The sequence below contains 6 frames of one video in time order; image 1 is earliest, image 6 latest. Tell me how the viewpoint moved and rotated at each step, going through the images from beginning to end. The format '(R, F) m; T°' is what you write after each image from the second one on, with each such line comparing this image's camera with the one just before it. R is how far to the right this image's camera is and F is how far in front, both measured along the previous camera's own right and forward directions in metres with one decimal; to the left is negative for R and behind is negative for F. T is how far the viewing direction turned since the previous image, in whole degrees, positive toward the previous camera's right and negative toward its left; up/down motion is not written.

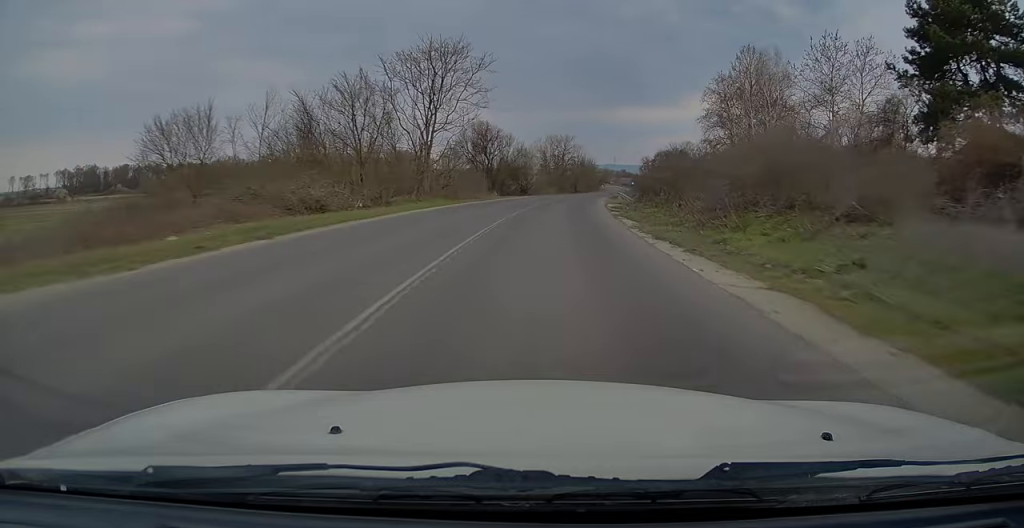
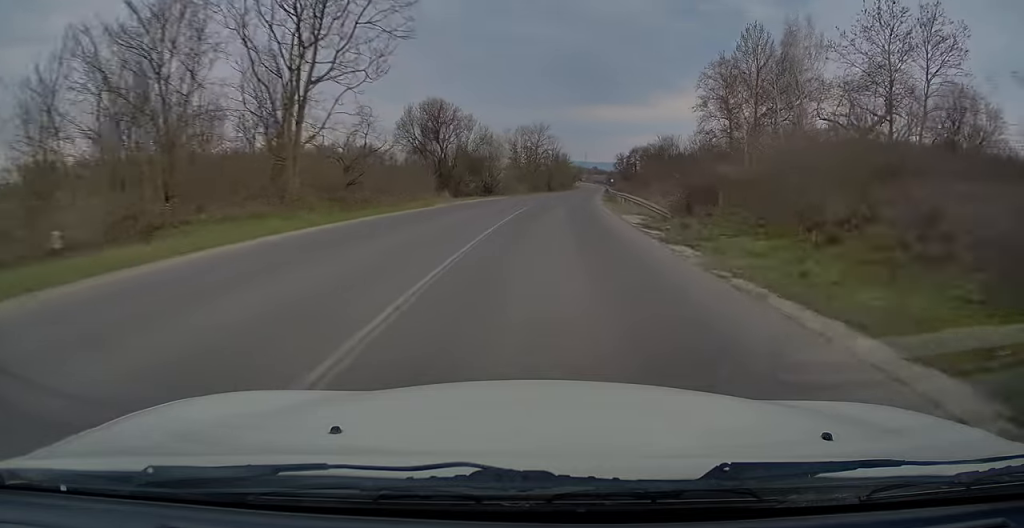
(+0.3, +16.9) m; +2°
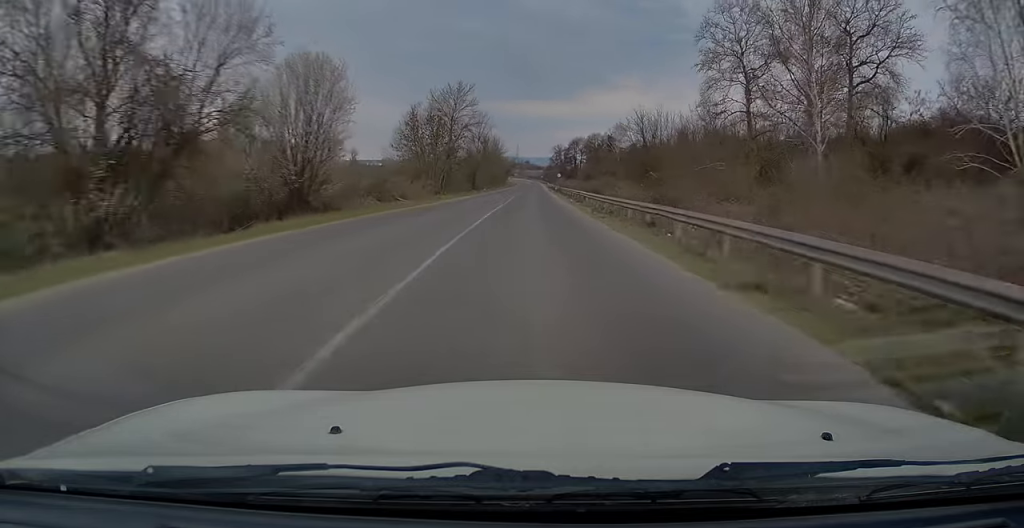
(+1.9, +38.8) m; +5°
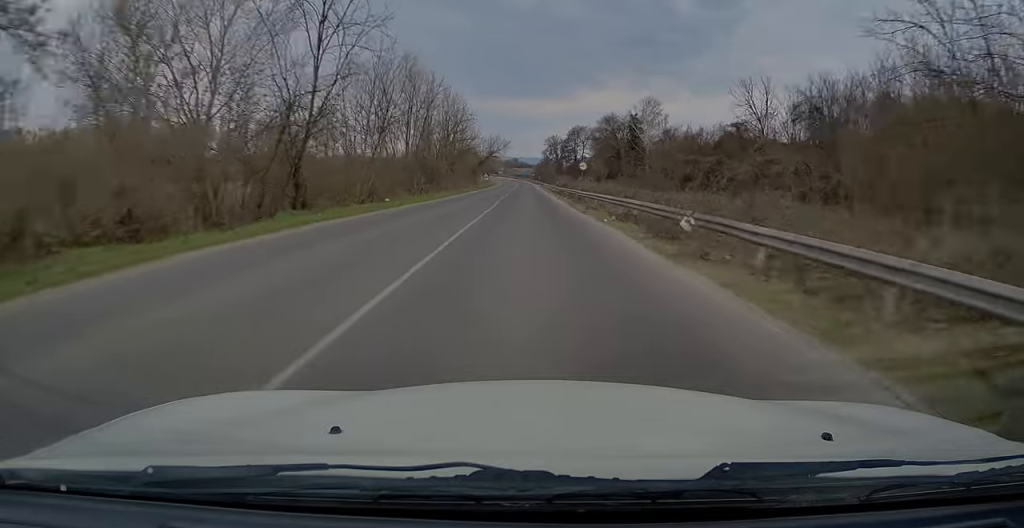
(+2.1, +66.1) m; +1°
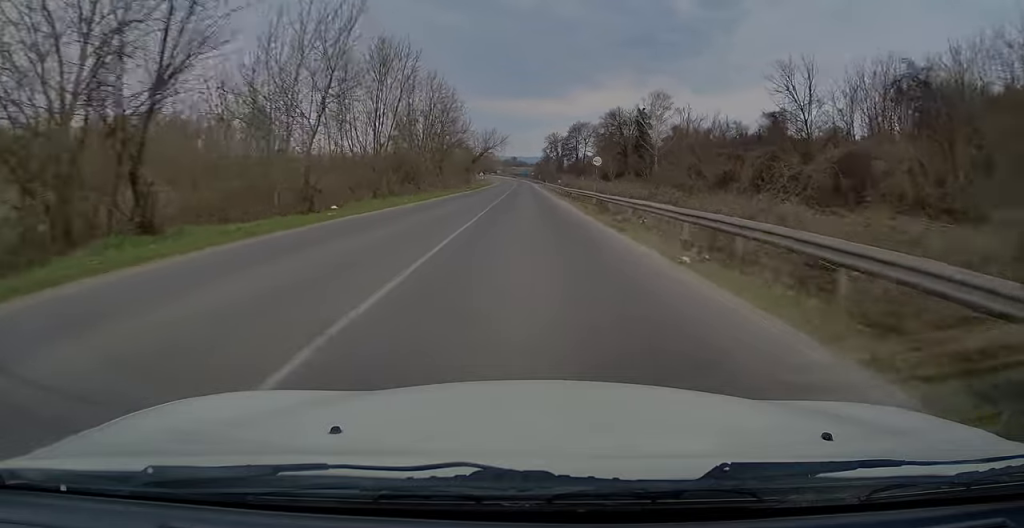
(0.0, +10.4) m; 0°
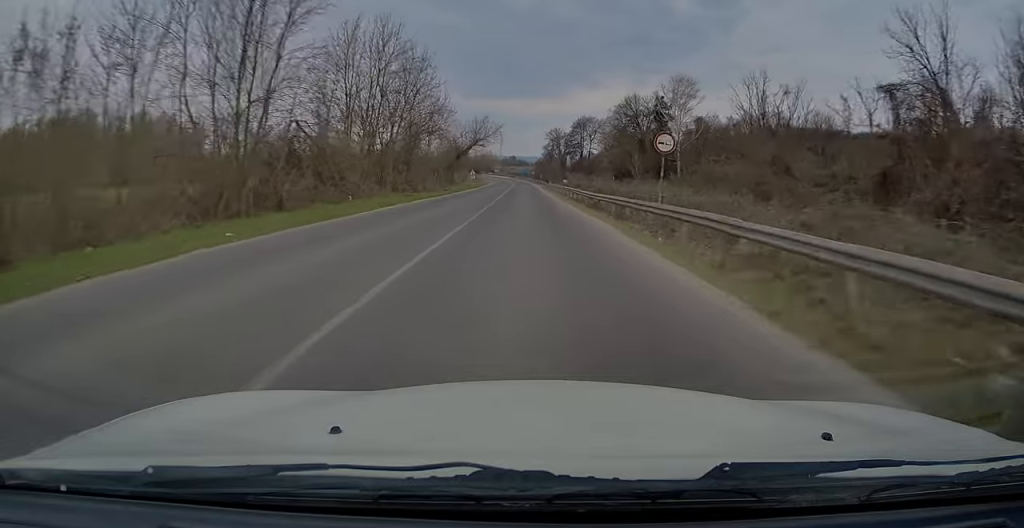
(0.0, +19.4) m; 0°
